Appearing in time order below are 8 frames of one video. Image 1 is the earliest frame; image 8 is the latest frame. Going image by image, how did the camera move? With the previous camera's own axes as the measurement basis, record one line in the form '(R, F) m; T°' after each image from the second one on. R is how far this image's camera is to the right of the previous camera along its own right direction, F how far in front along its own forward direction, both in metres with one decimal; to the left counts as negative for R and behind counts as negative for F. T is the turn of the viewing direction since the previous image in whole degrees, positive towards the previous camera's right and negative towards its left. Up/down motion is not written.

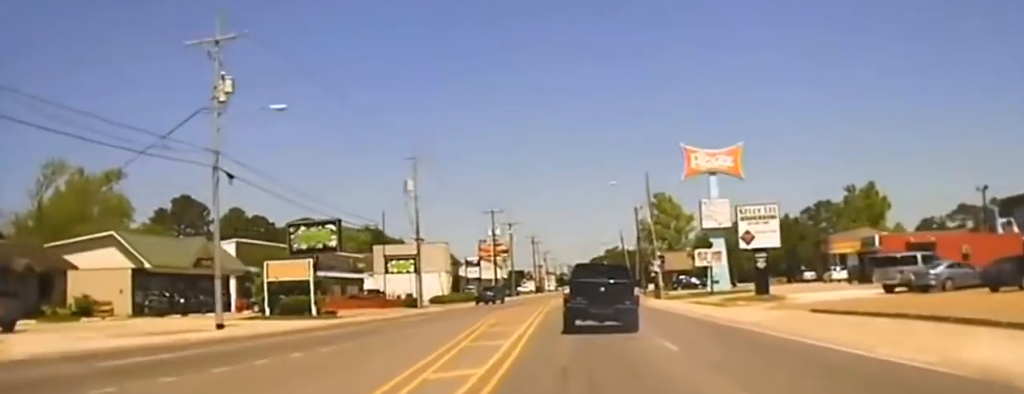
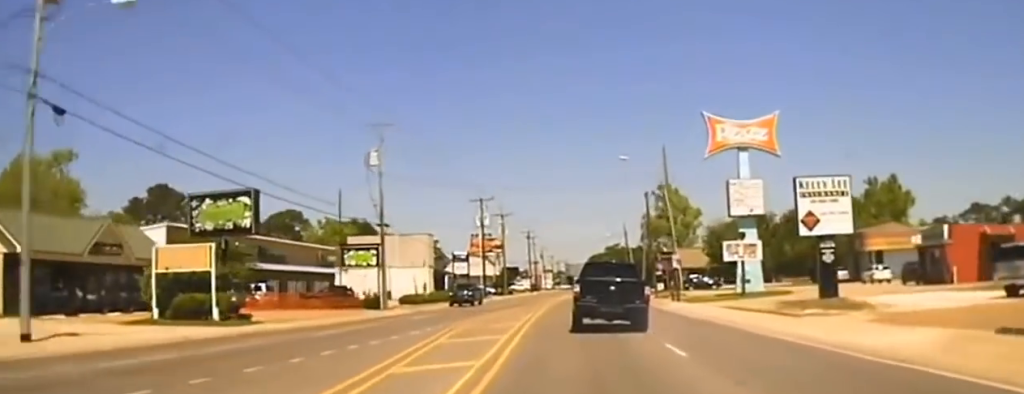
(-0.1, +9.7) m; 0°
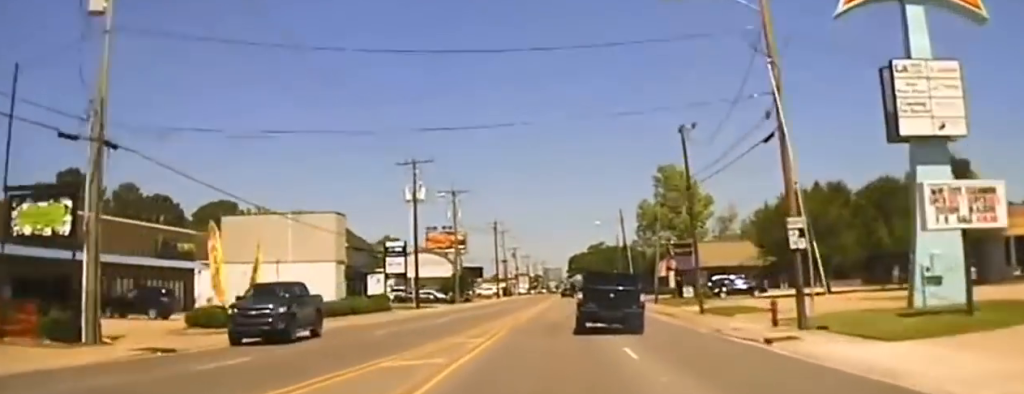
(+0.3, +27.9) m; +1°
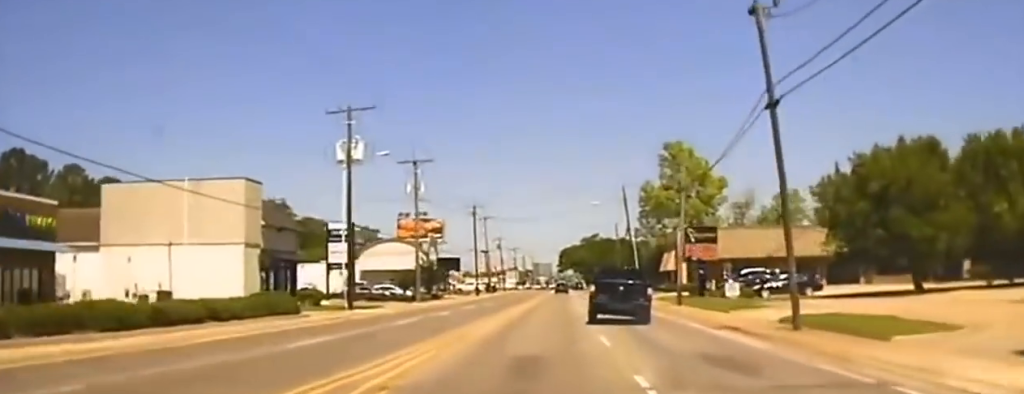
(0.0, +15.1) m; 0°
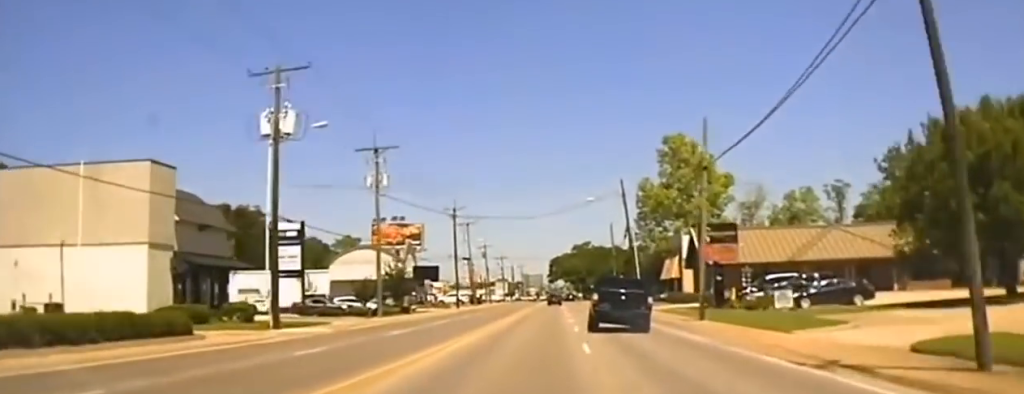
(0.0, +10.3) m; 0°
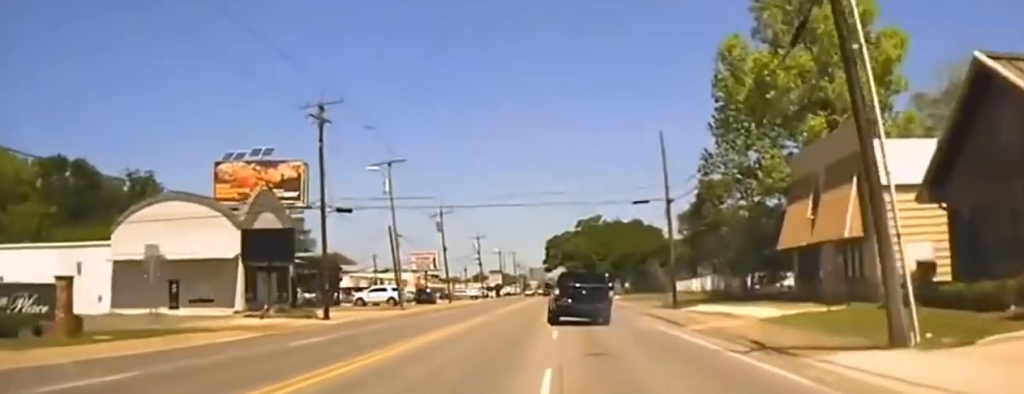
(0.0, +51.4) m; 0°
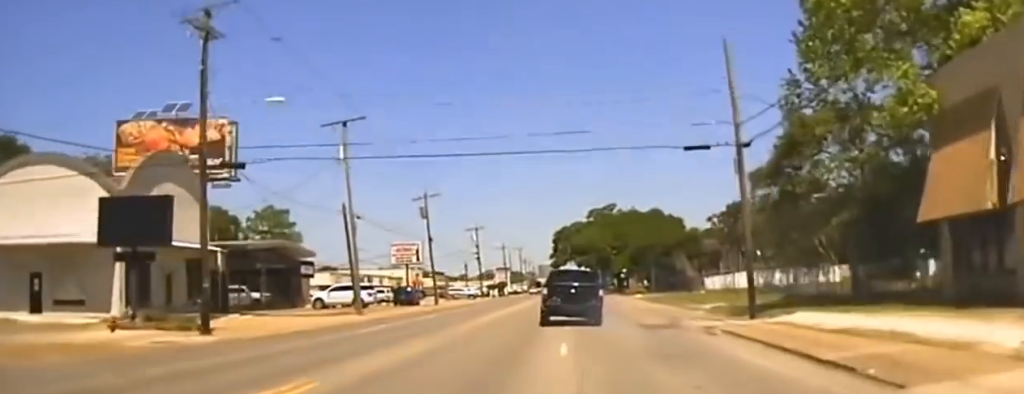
(0.0, +16.9) m; +1°
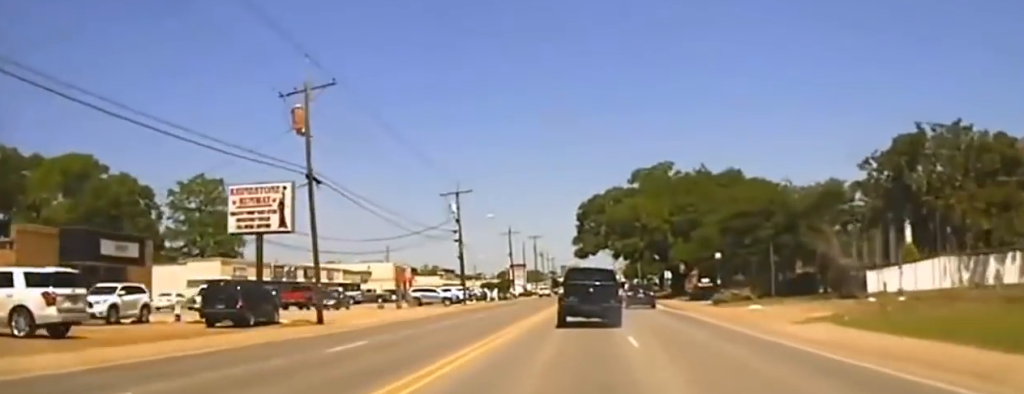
(+2.1, +54.8) m; +5°
